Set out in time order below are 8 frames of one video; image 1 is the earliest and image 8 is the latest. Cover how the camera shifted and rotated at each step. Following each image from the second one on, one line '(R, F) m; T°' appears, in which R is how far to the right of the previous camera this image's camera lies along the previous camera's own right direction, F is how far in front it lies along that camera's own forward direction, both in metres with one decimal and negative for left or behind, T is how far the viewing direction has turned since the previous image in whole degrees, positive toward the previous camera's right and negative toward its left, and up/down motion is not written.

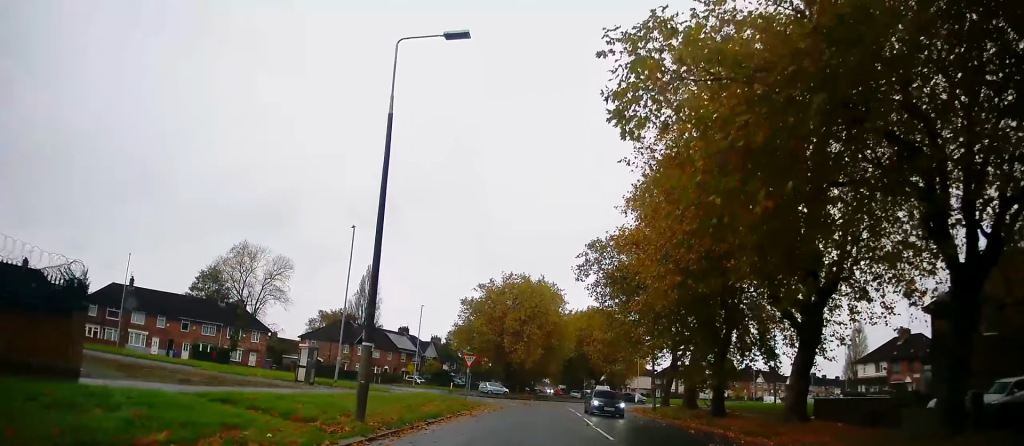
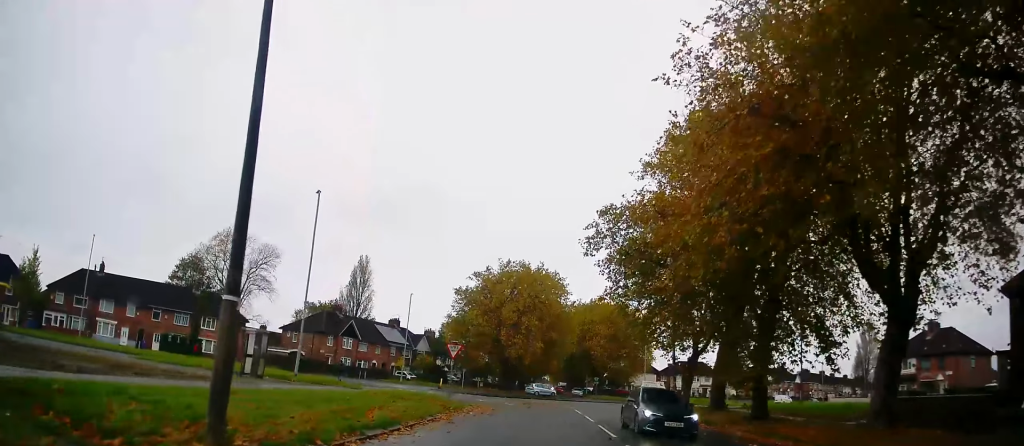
(+0.1, +6.7) m; +1°
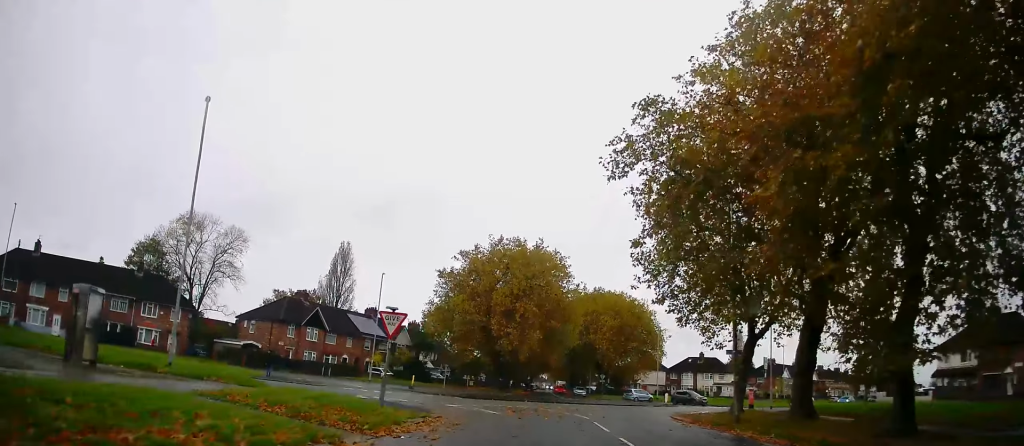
(-0.3, +11.9) m; -1°
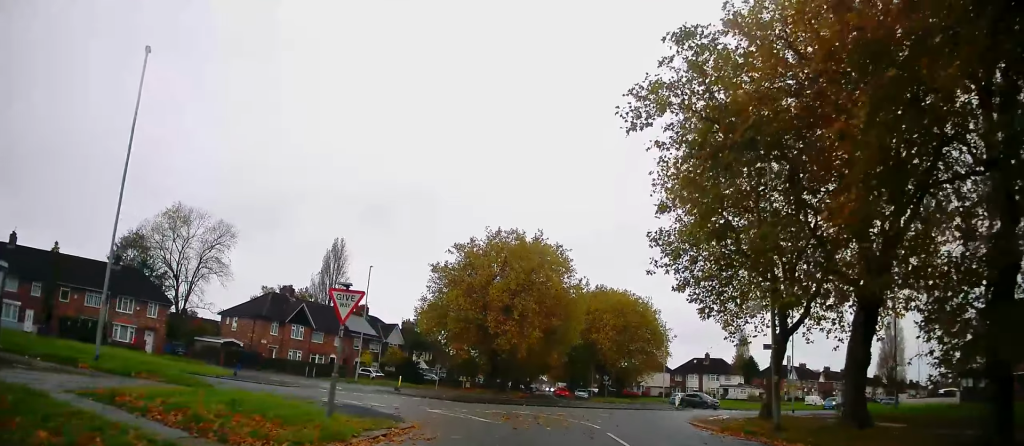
(0.0, +4.3) m; +2°
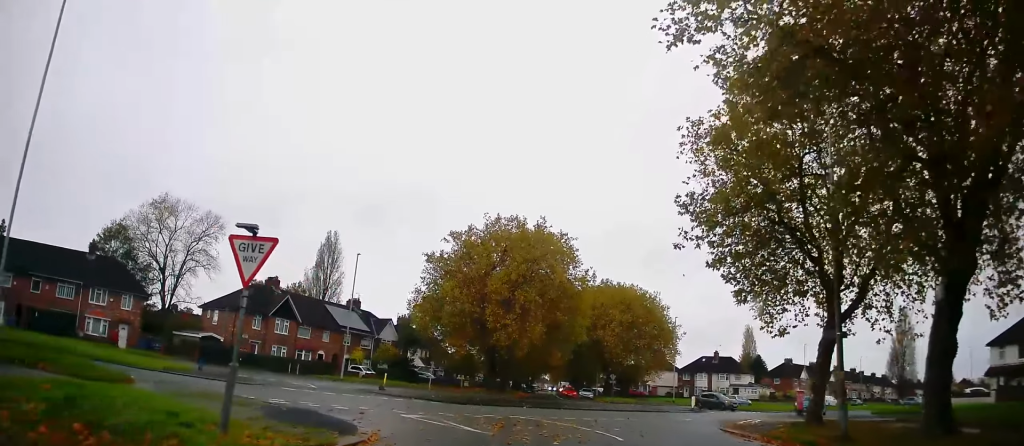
(+0.1, +4.7) m; 0°
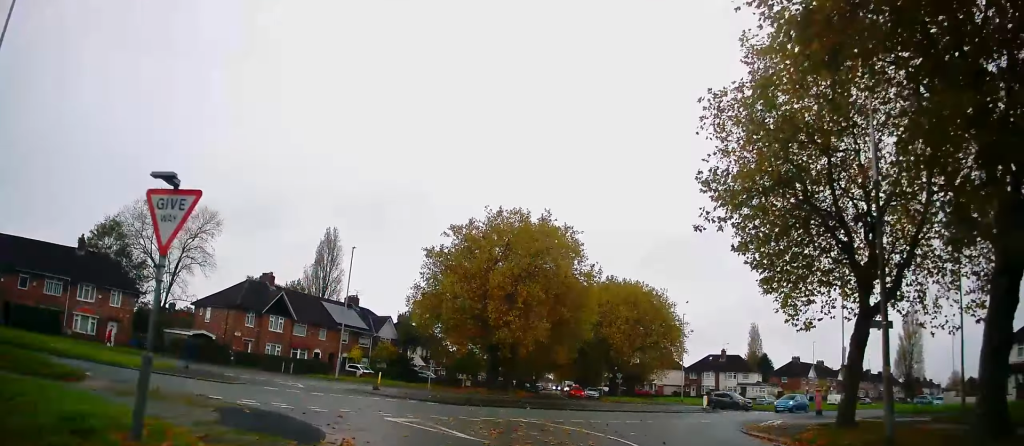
(0.0, +2.2) m; -3°
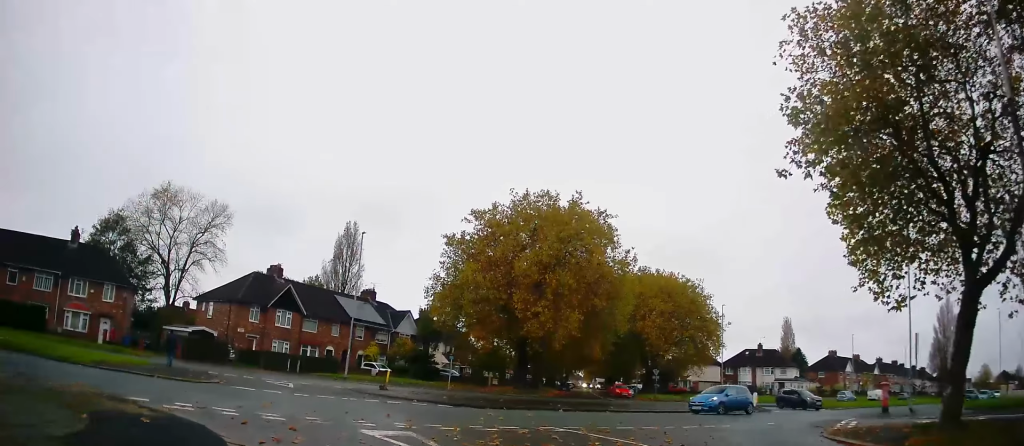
(-0.3, +4.4) m; -7°
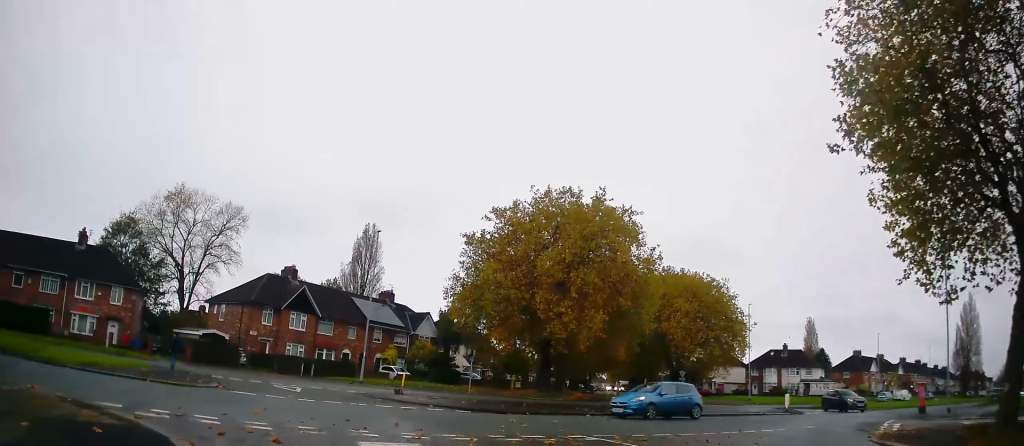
(0.0, +1.6) m; -1°
